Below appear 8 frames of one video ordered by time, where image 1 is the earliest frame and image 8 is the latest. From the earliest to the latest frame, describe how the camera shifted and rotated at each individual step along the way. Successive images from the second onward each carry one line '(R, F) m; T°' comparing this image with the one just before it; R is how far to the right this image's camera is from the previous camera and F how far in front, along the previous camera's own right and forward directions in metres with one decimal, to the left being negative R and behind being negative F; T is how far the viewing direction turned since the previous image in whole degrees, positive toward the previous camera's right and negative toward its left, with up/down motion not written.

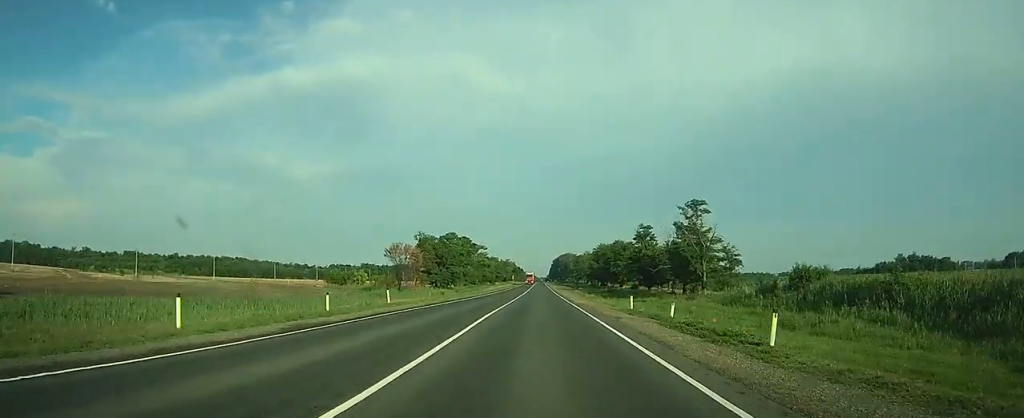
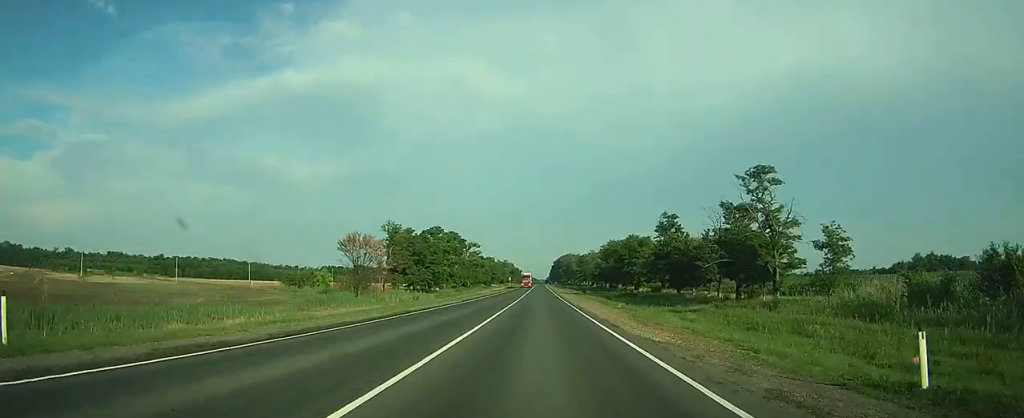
(0.0, +23.7) m; 0°
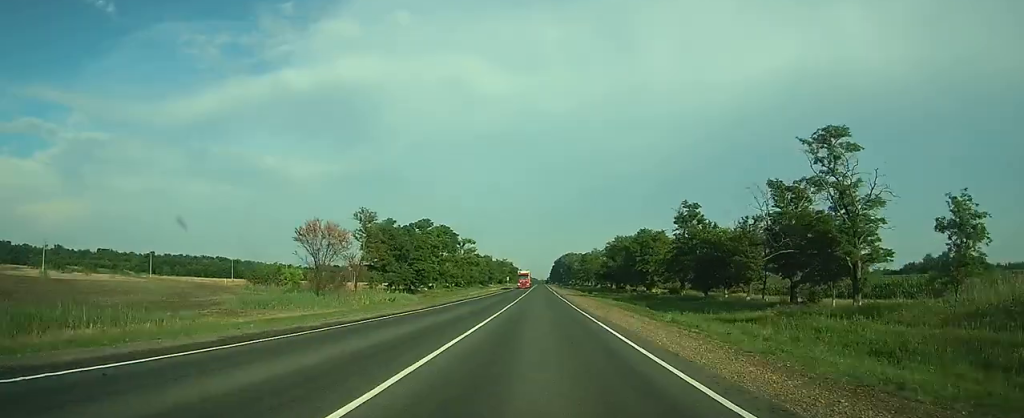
(0.0, +13.7) m; 0°
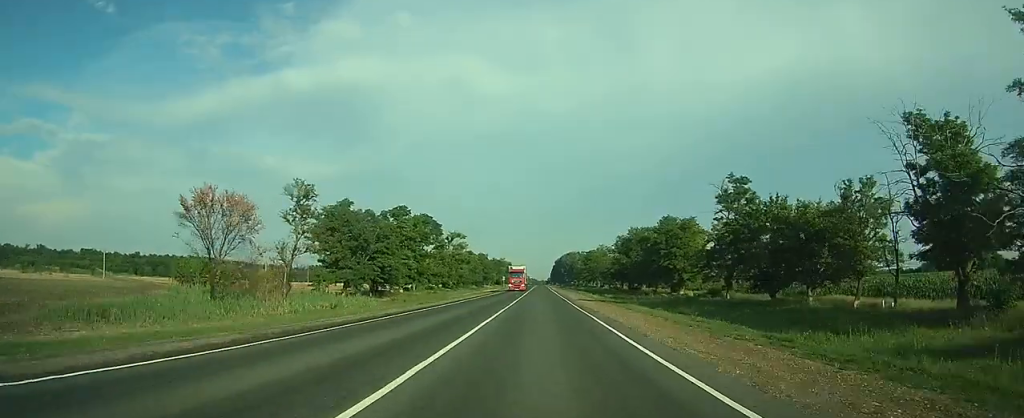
(0.0, +19.6) m; 0°
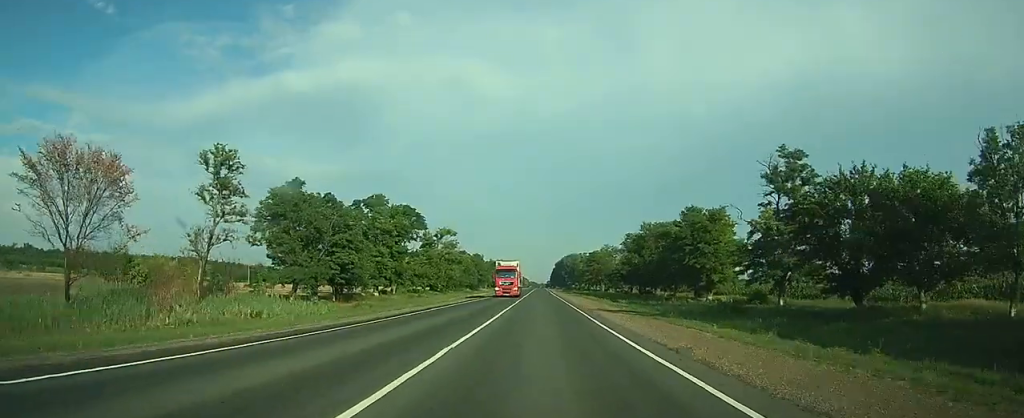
(0.0, +13.3) m; 0°
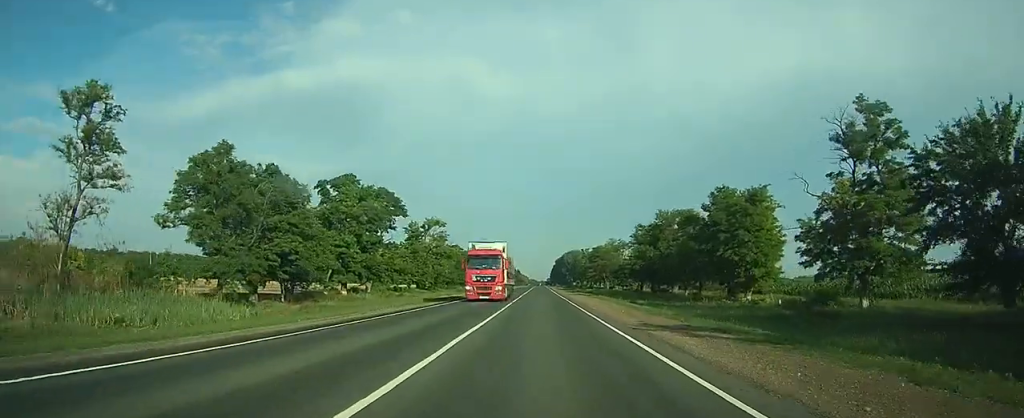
(0.0, +12.3) m; 0°
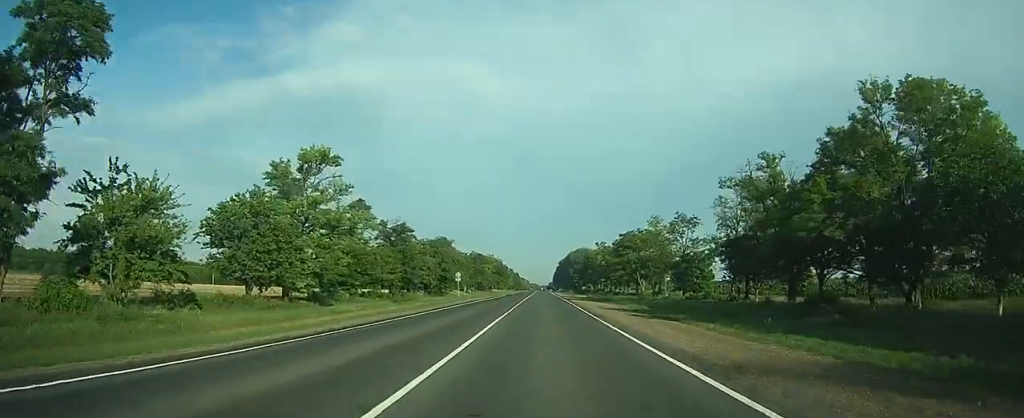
(0.0, +58.3) m; 0°
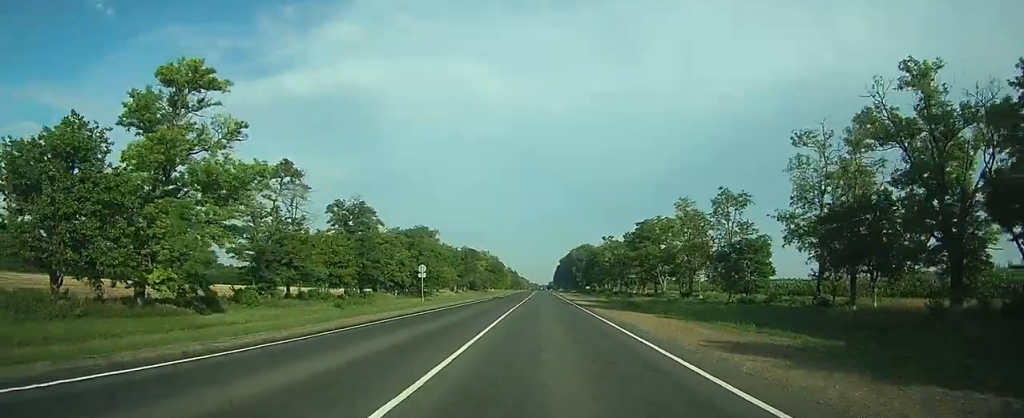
(0.0, +25.1) m; 0°
